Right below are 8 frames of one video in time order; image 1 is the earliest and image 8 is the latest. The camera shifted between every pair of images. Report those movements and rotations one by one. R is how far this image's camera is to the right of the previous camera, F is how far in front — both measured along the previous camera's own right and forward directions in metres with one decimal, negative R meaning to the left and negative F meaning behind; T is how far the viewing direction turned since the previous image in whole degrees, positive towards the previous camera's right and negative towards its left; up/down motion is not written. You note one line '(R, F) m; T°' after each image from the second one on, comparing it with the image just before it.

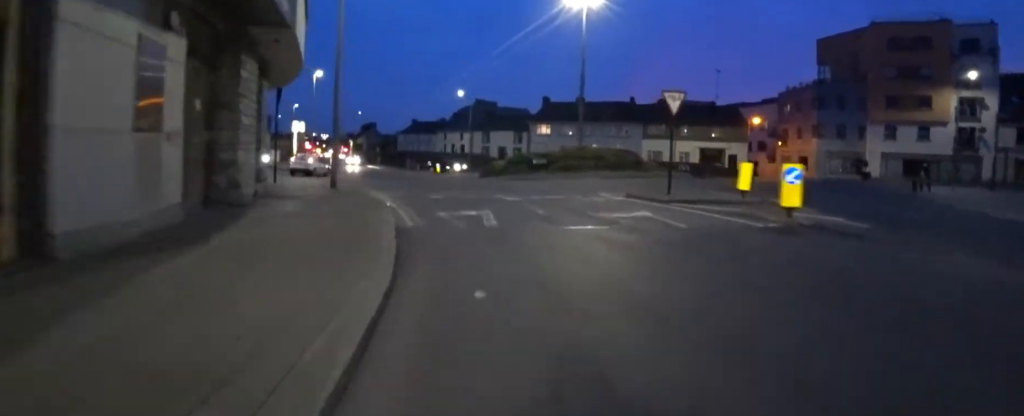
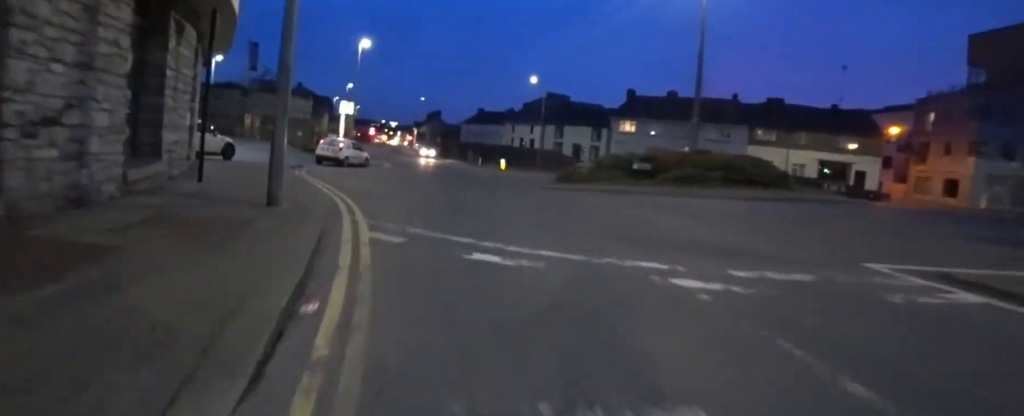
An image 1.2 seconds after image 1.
(+0.3, +7.2) m; +4°
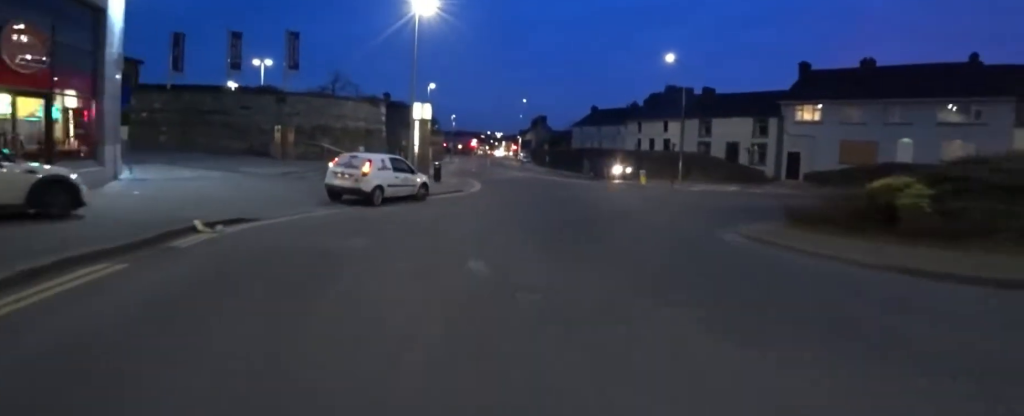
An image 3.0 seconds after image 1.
(-1.6, +12.0) m; -11°
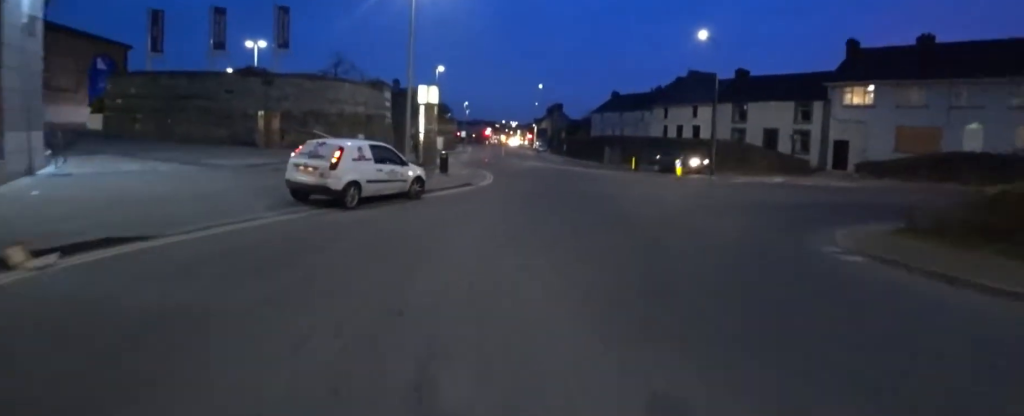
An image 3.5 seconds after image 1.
(-0.2, +3.4) m; +4°
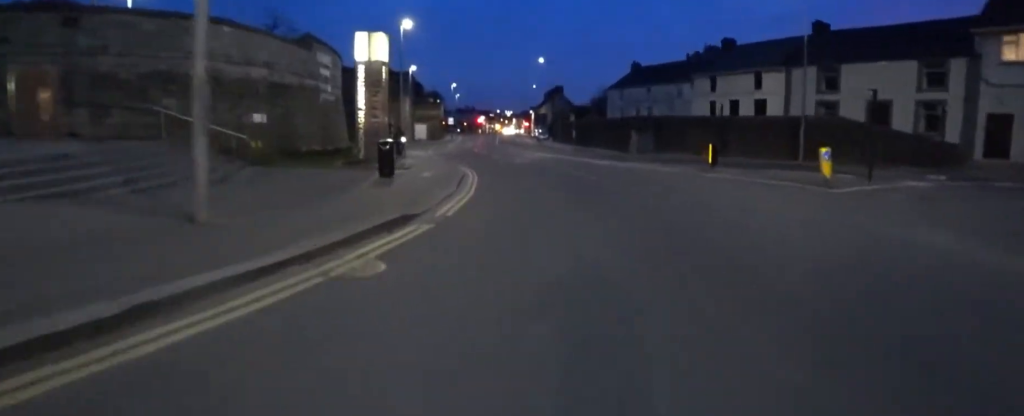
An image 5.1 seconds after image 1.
(+1.2, +11.1) m; +2°
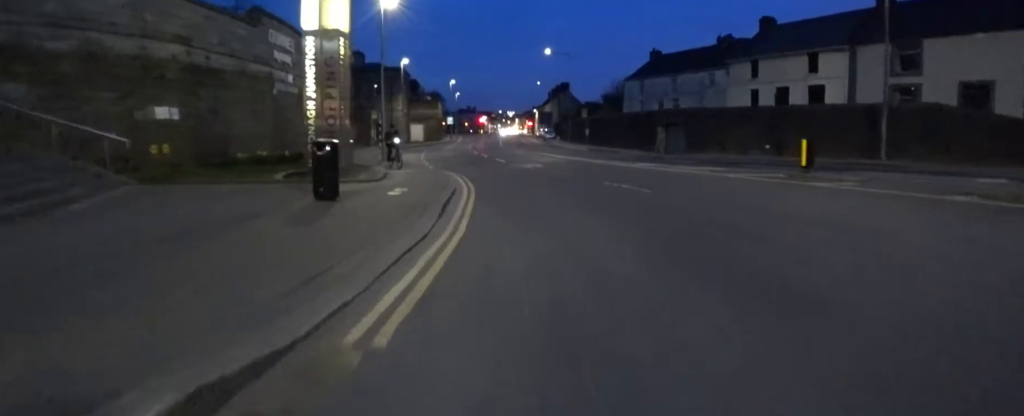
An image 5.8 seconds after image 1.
(-0.1, +5.1) m; -4°
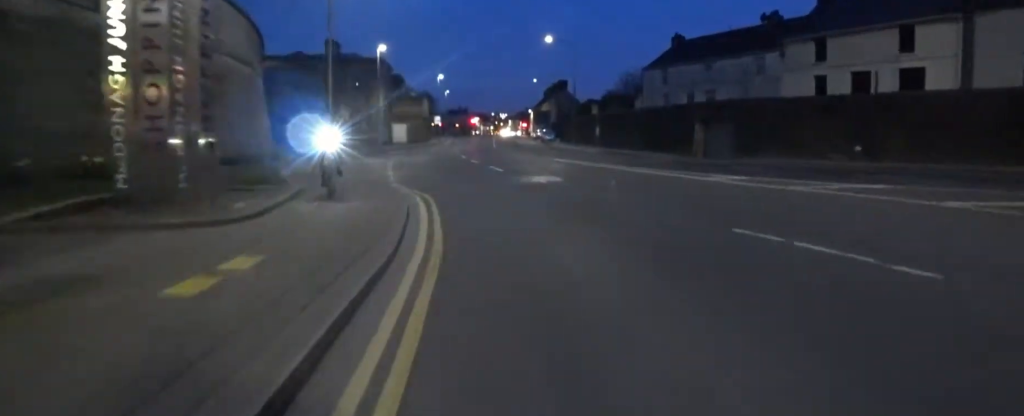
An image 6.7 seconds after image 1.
(-0.5, +6.4) m; 0°
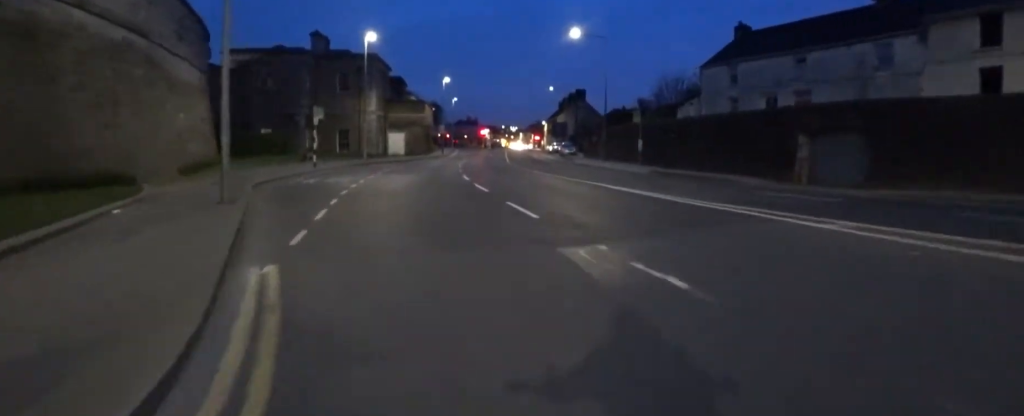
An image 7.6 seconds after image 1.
(+0.6, +7.0) m; 0°
